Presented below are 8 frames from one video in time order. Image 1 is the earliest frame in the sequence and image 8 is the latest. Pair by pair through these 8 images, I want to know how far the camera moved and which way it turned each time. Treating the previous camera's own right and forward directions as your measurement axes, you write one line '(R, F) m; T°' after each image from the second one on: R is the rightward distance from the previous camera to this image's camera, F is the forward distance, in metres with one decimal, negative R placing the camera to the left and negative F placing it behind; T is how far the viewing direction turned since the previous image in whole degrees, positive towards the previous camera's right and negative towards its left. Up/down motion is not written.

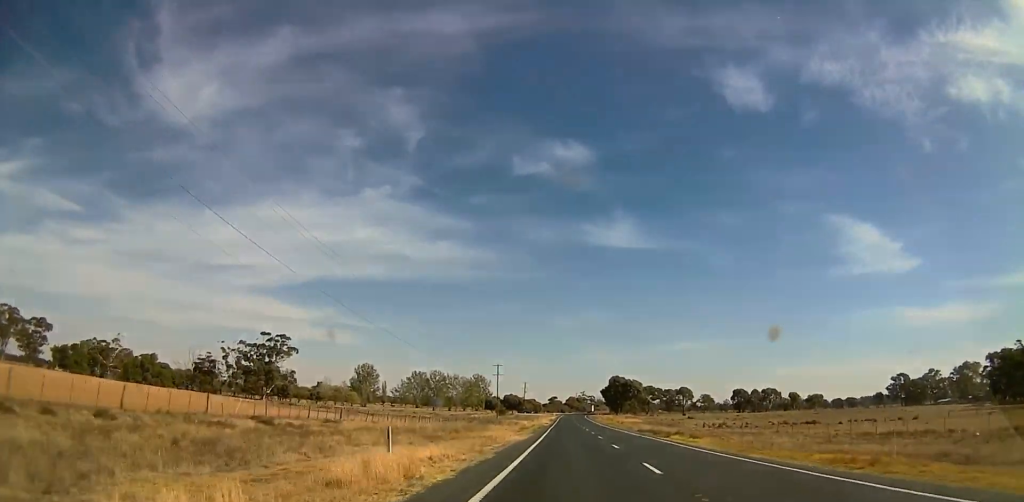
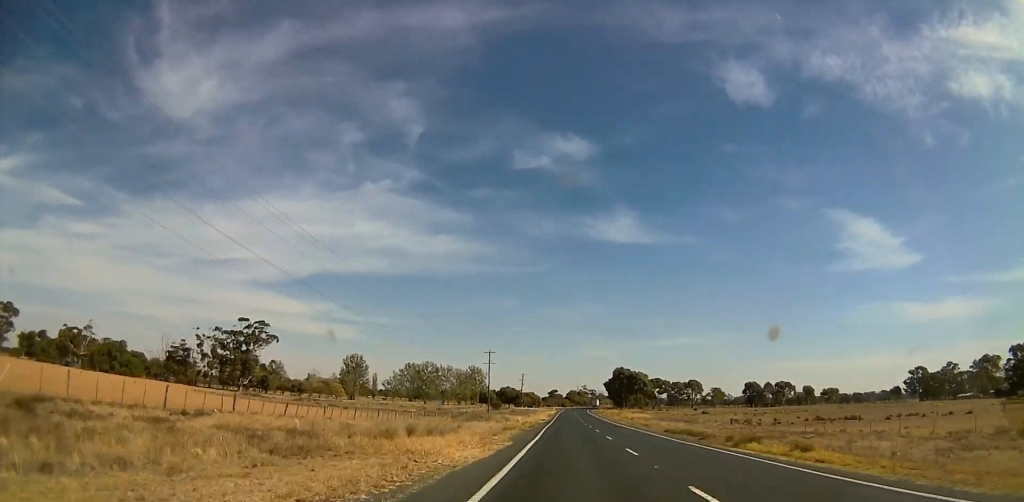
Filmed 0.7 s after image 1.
(+0.2, +18.9) m; +1°
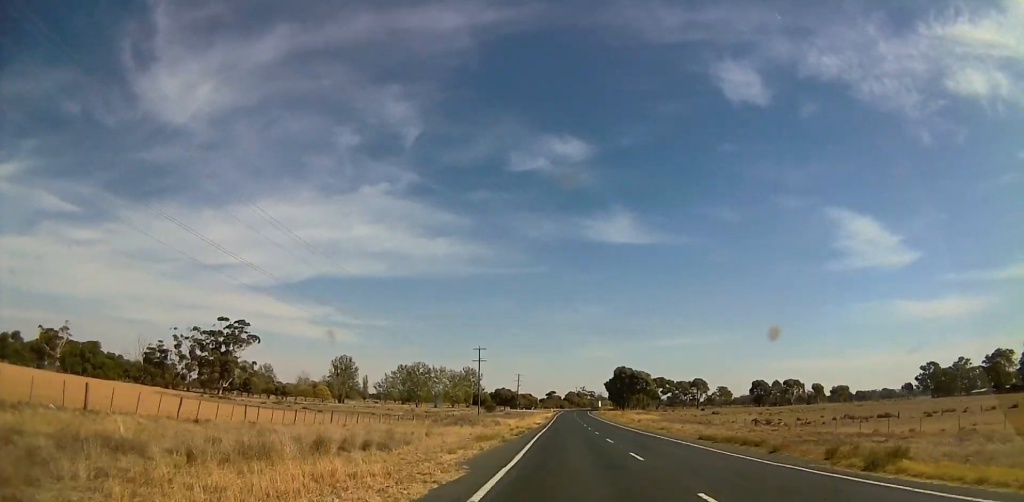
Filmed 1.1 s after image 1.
(0.0, +12.6) m; 0°
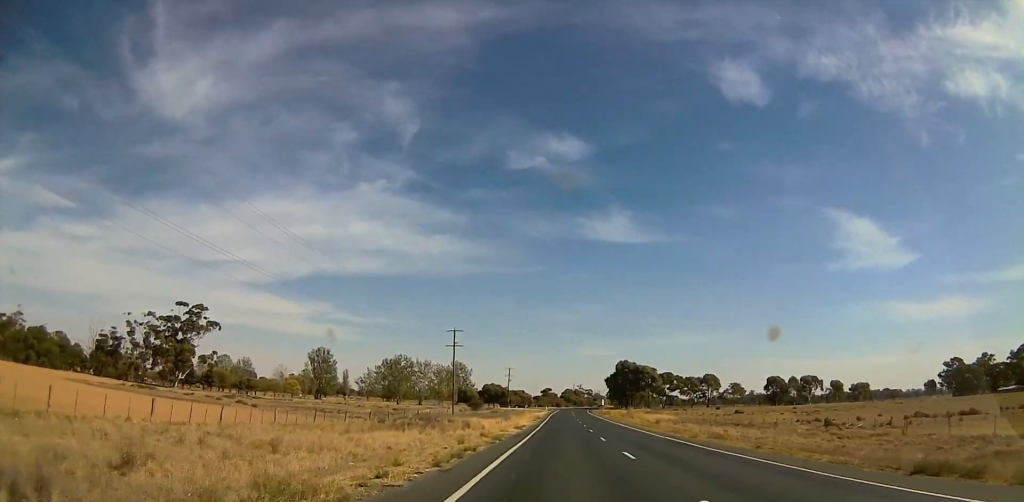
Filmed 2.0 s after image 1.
(-0.2, +24.1) m; -1°
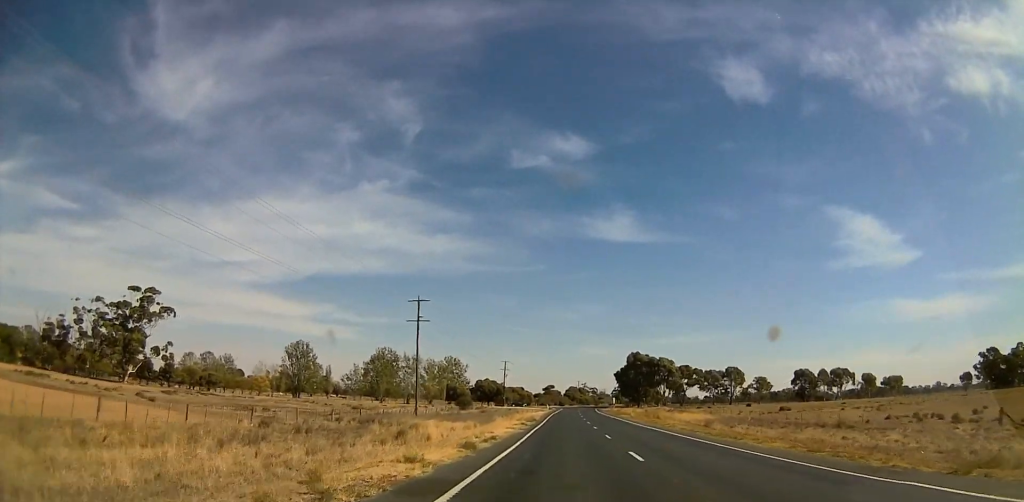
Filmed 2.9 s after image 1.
(-0.3, +25.8) m; -1°
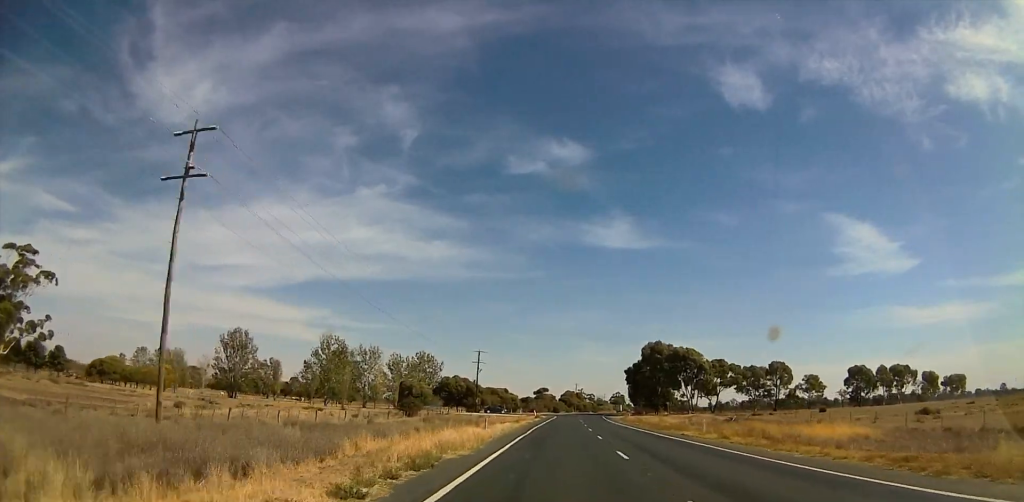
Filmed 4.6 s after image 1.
(+0.3, +43.7) m; +2°
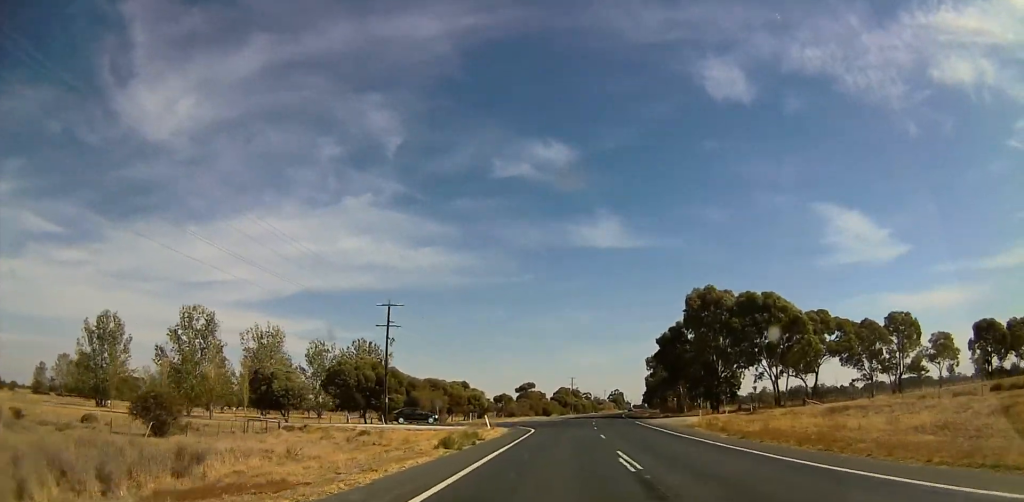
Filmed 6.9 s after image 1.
(-0.3, +60.9) m; -1°
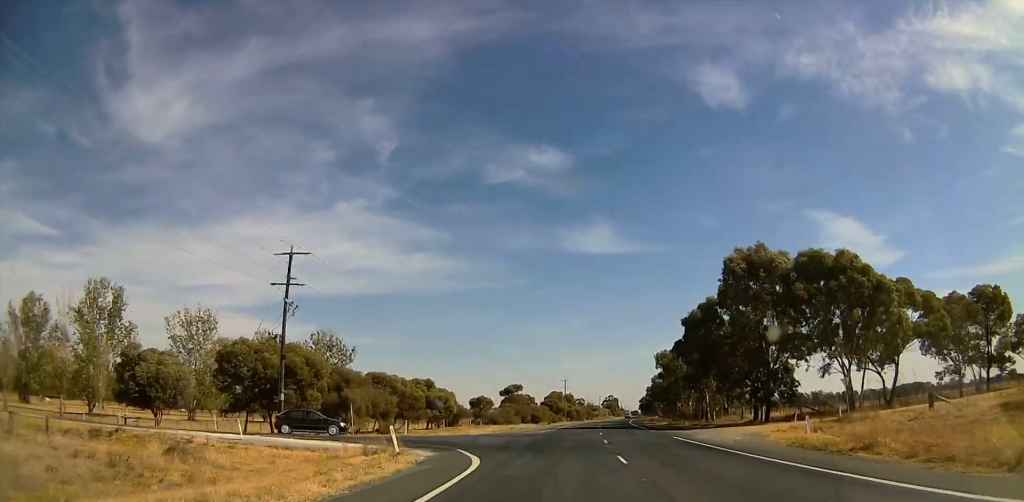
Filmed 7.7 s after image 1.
(0.0, +22.6) m; +1°
